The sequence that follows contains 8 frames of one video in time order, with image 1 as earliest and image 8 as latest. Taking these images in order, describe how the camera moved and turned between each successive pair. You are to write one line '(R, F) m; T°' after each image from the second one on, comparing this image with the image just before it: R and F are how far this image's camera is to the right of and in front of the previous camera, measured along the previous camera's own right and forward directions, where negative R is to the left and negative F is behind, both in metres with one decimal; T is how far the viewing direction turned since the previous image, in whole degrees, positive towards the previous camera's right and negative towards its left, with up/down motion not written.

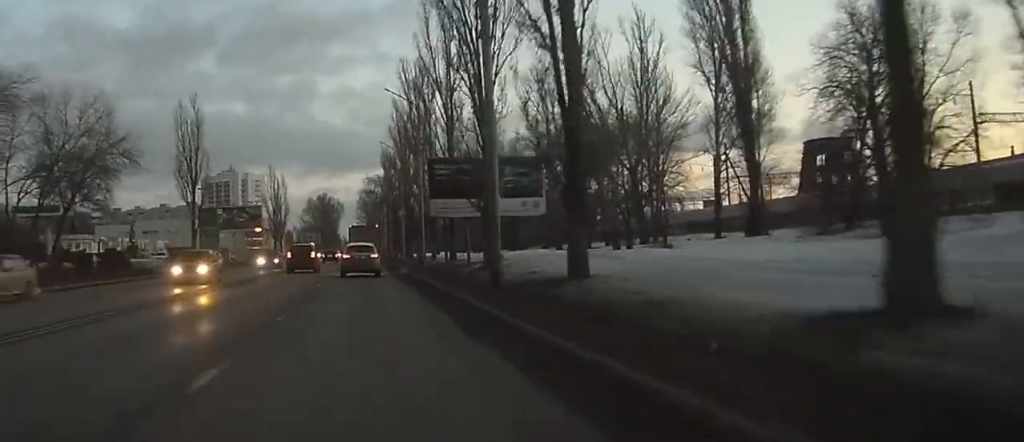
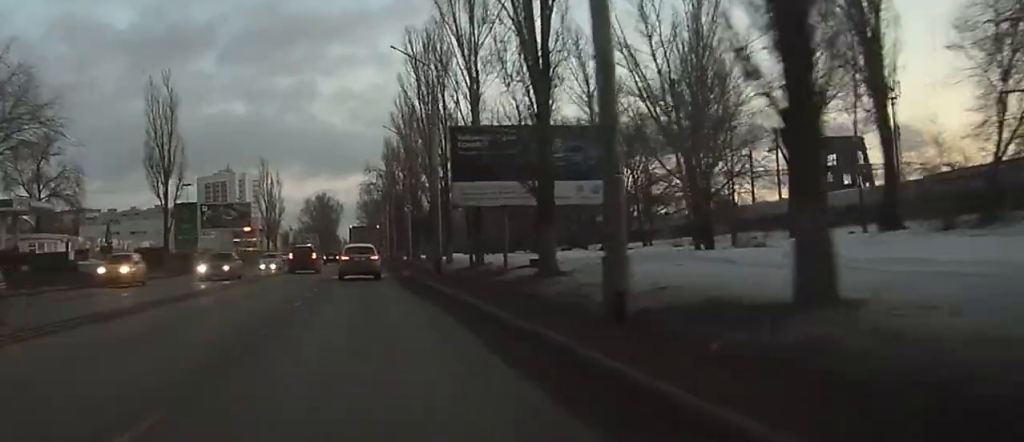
(0.0, +11.8) m; 0°
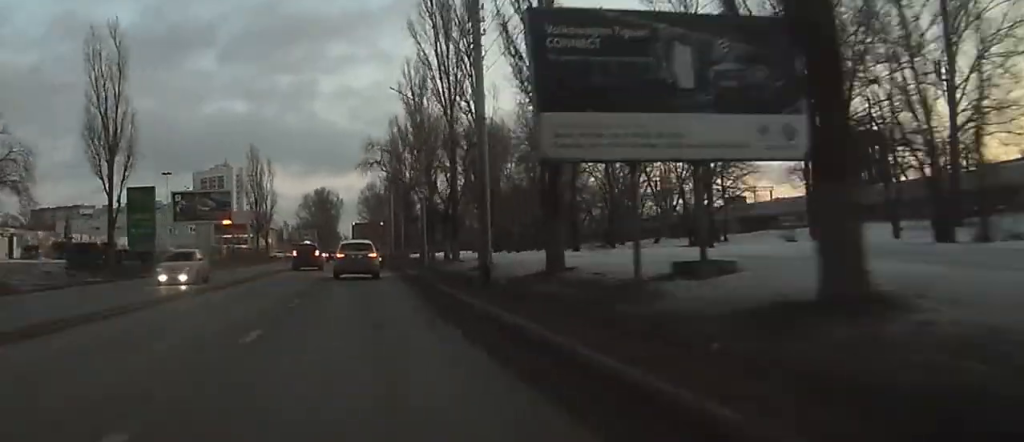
(0.0, +16.1) m; 0°
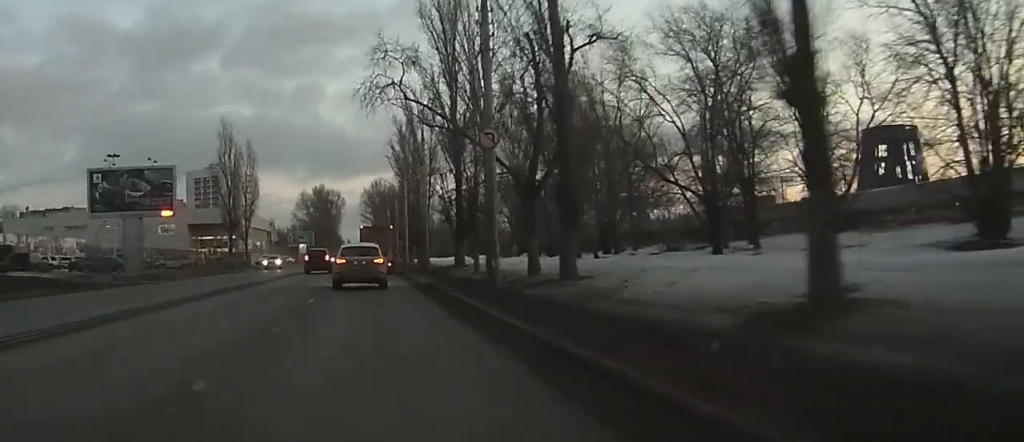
(-0.1, +29.1) m; 0°
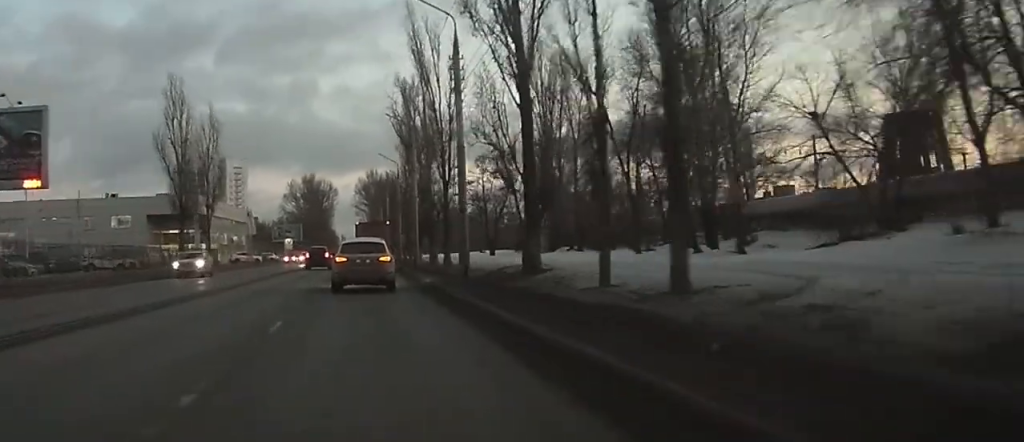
(-0.1, +25.3) m; 0°
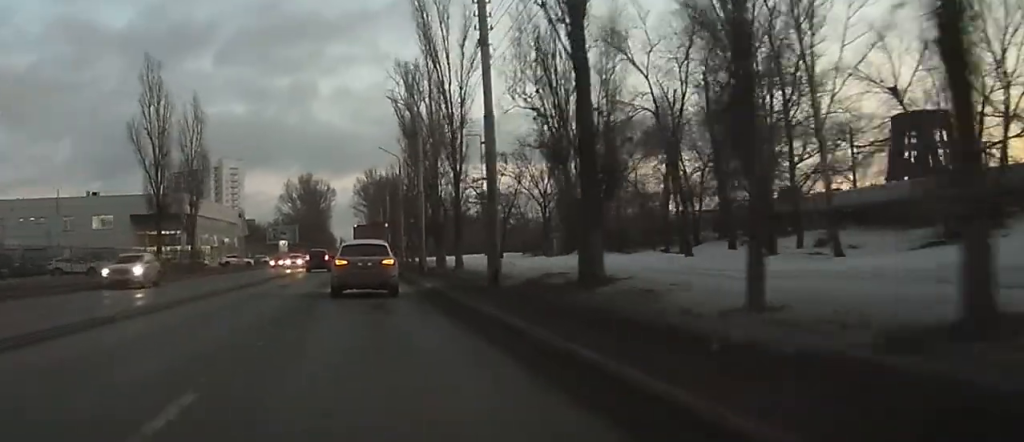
(+0.1, +8.5) m; 0°
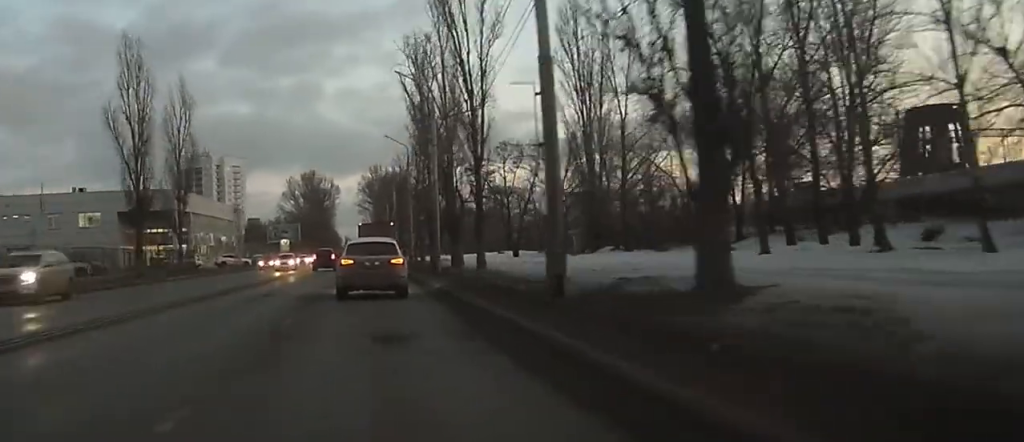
(0.0, +7.9) m; 0°
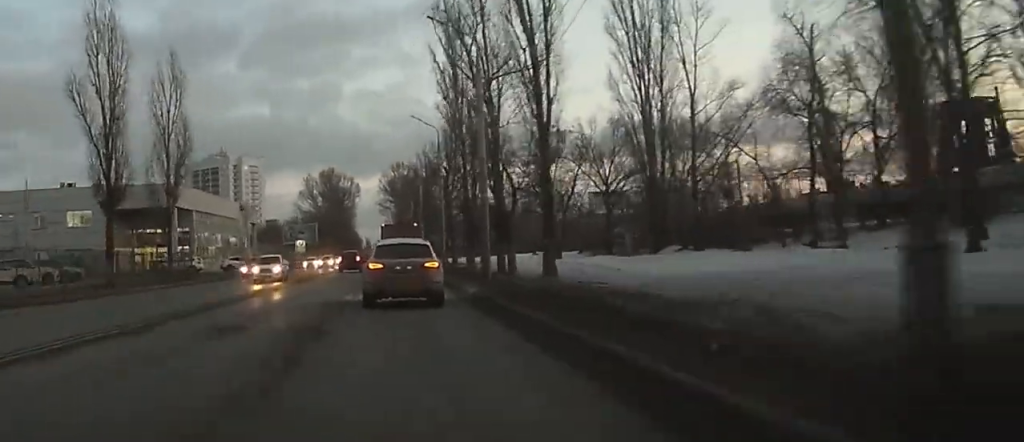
(0.0, +12.3) m; 0°
